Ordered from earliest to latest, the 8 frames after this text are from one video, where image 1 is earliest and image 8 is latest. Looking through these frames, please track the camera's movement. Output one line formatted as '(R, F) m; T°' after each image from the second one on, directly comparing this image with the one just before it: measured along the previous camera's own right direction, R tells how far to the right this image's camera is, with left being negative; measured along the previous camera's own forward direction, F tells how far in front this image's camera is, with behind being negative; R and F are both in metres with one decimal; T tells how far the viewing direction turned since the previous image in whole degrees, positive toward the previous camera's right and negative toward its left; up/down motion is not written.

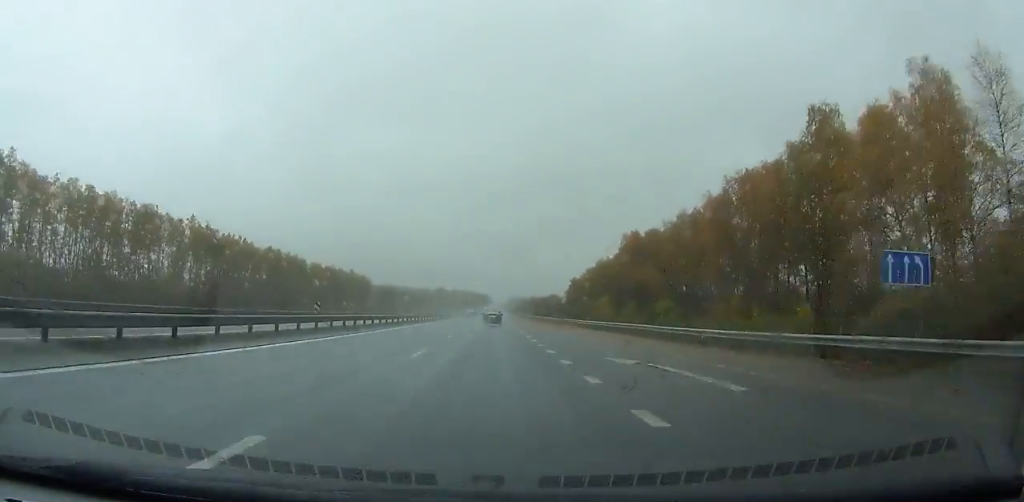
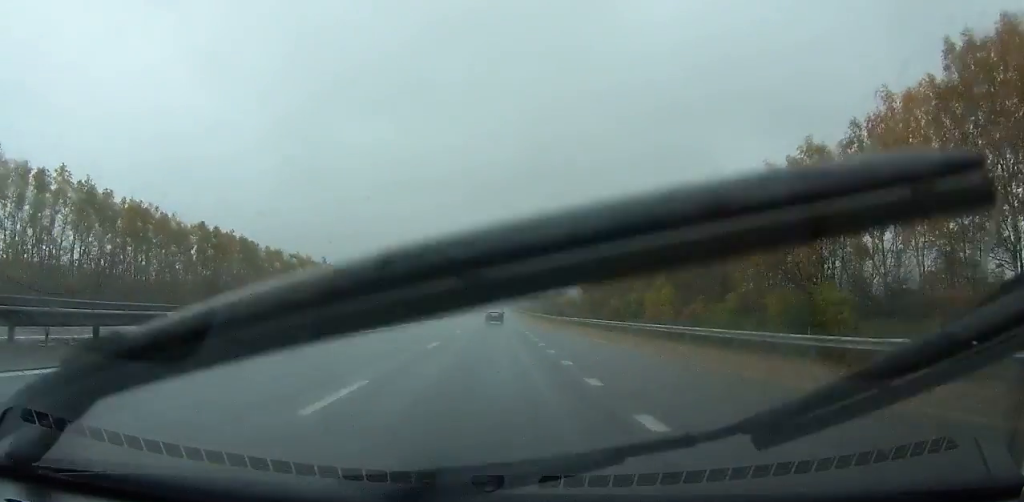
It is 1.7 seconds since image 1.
(0.0, +43.9) m; 0°
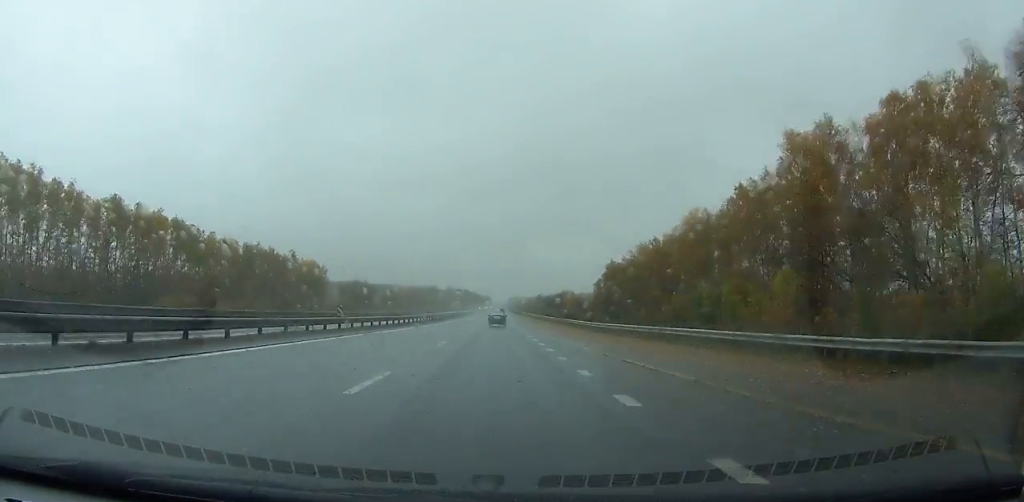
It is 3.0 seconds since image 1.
(-0.2, +33.7) m; 0°
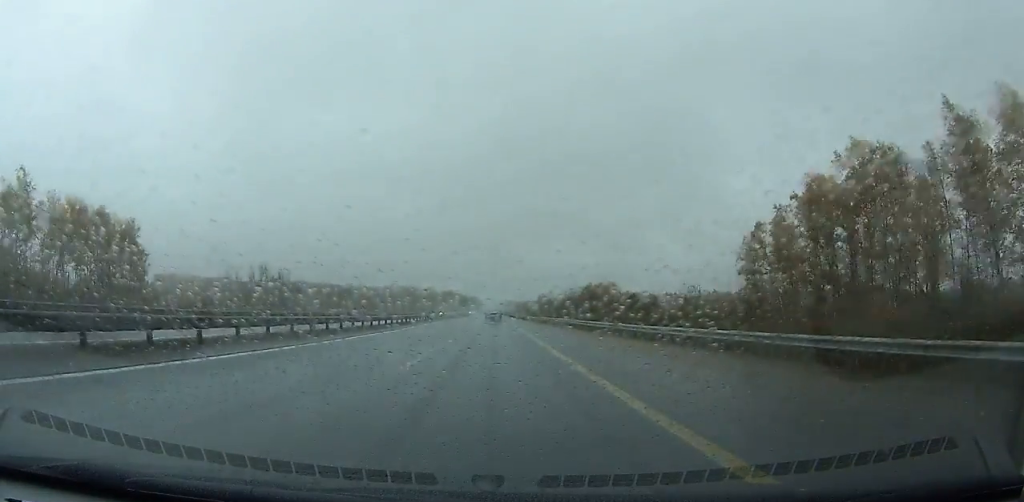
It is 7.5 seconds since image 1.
(+0.9, +117.9) m; +1°
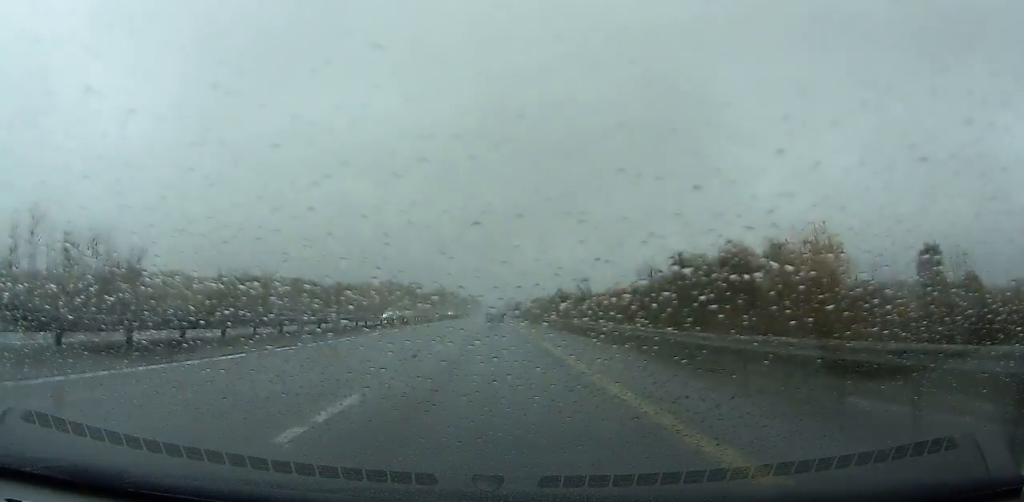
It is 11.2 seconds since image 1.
(-0.1, +98.7) m; 0°
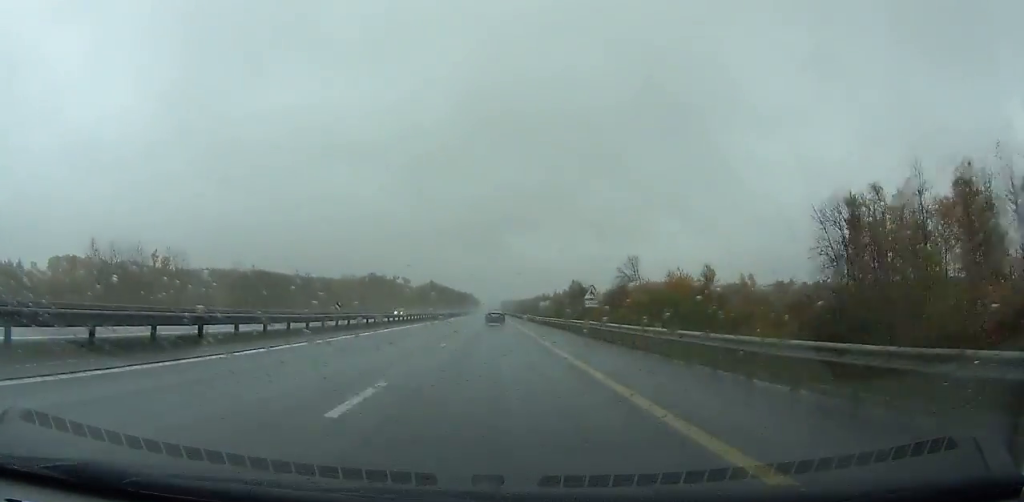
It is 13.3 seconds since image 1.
(0.0, +56.5) m; 0°
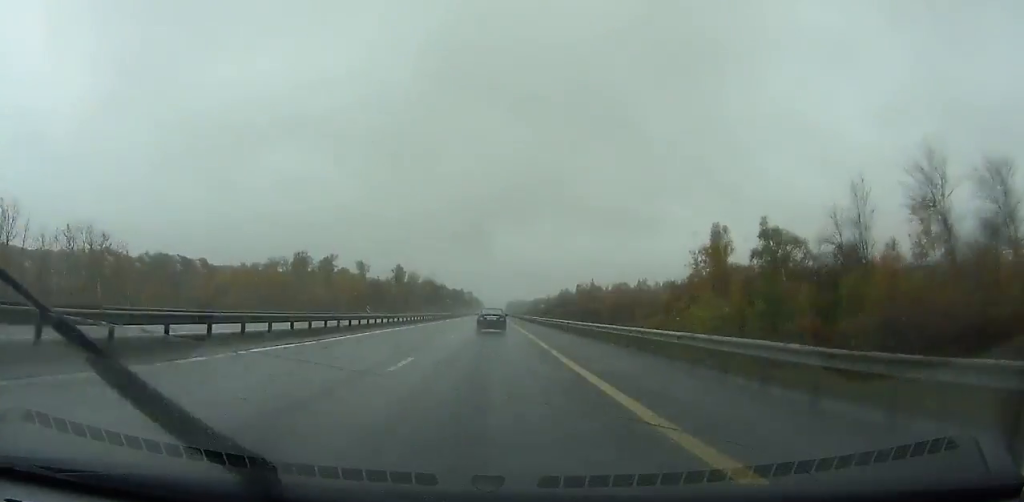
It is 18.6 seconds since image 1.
(-0.2, +147.4) m; 0°
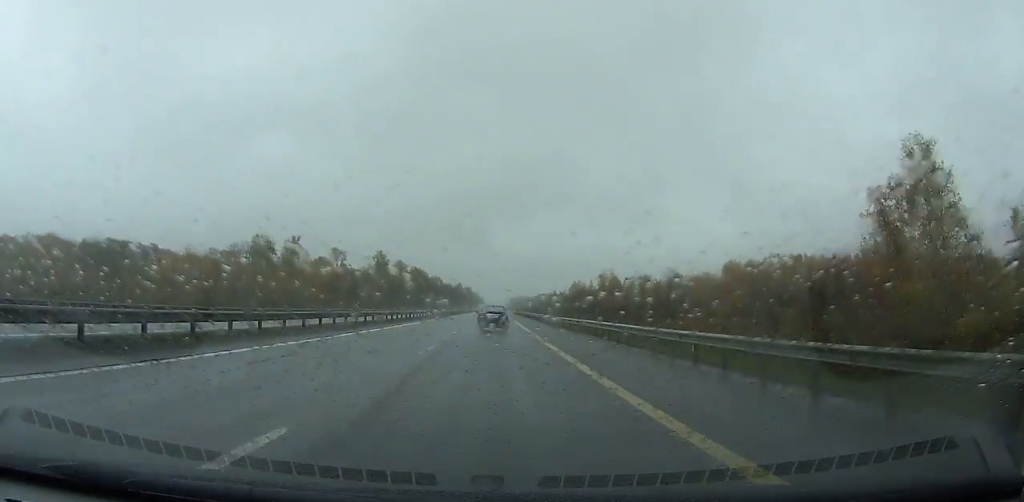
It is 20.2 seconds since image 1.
(0.0, +44.7) m; 0°
